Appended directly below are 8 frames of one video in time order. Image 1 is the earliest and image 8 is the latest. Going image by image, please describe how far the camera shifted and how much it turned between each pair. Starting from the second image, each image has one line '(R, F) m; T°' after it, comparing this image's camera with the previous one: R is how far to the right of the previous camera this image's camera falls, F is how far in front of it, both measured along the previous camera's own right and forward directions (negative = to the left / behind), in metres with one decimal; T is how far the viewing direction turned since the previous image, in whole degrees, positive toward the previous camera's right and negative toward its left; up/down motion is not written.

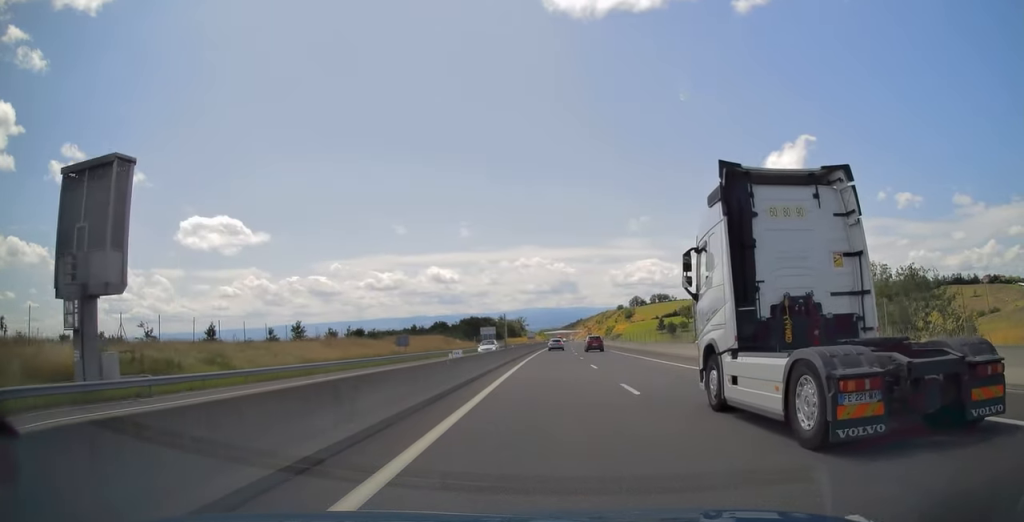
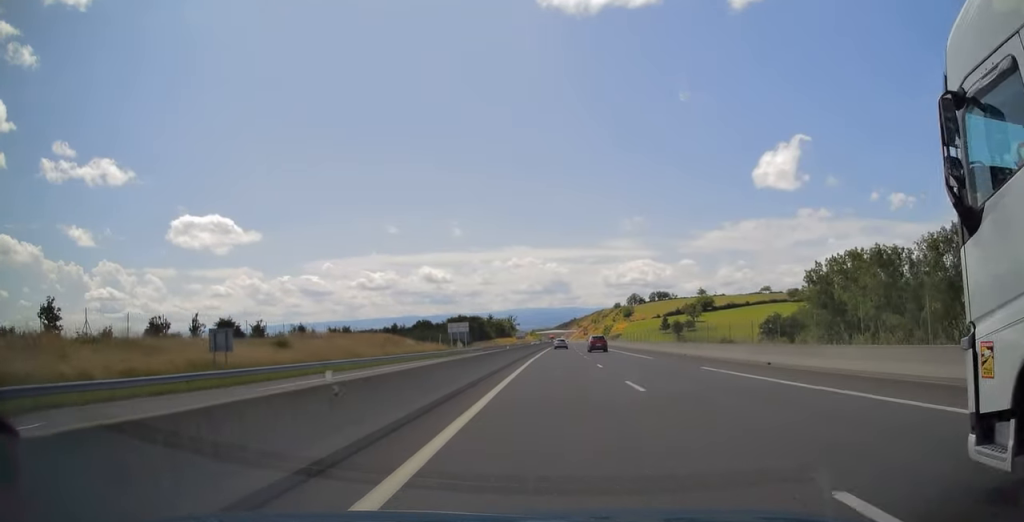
(+0.5, +38.6) m; +2°
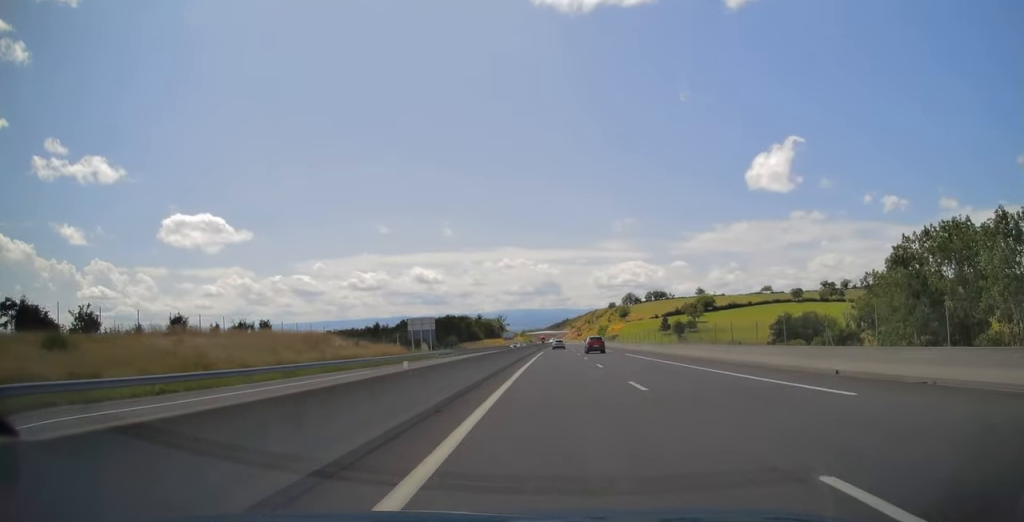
(+0.6, +25.6) m; +1°
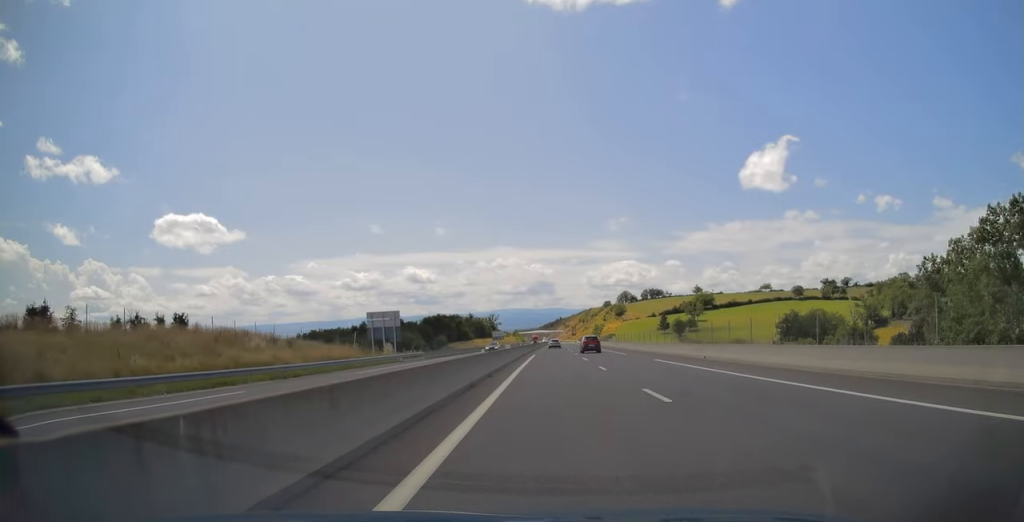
(-0.2, +16.3) m; 0°
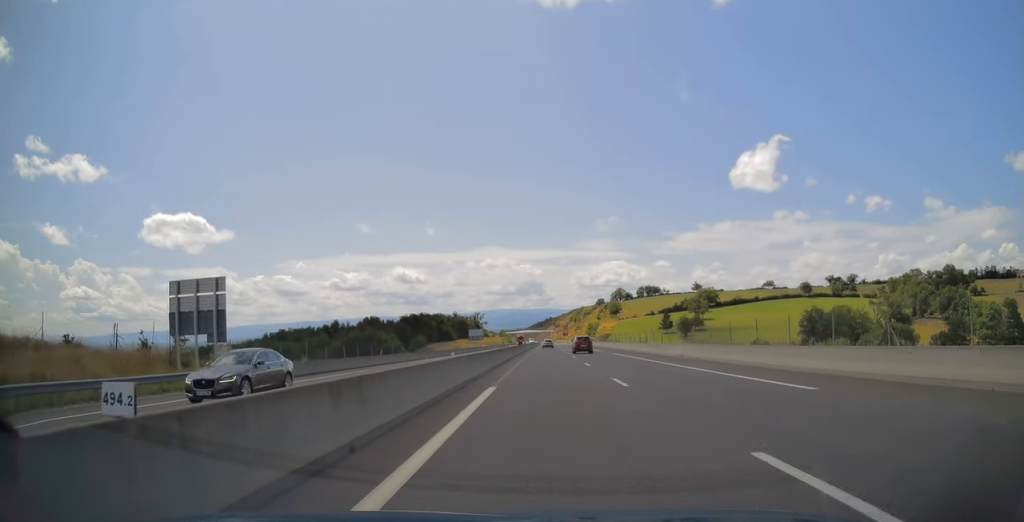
(+0.1, +35.0) m; +1°
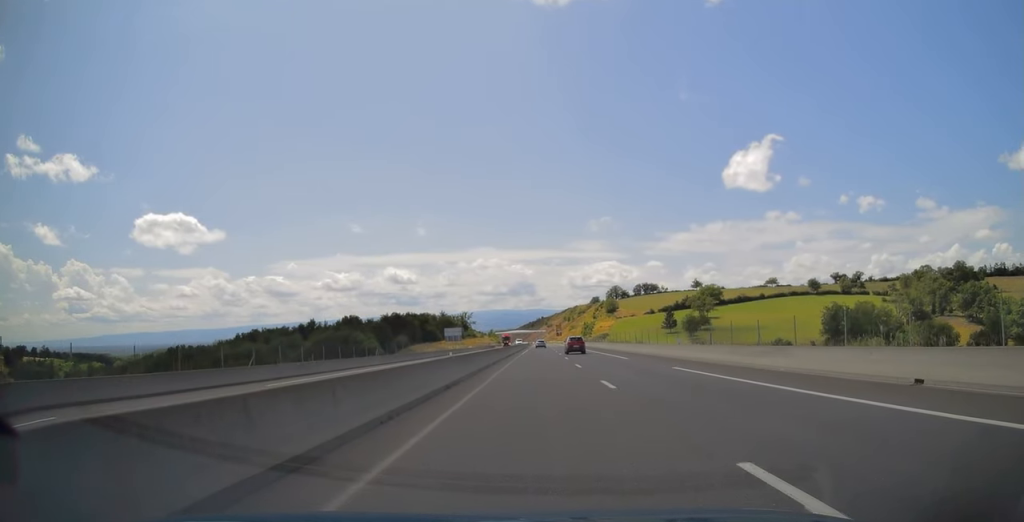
(+0.3, +26.6) m; +1°
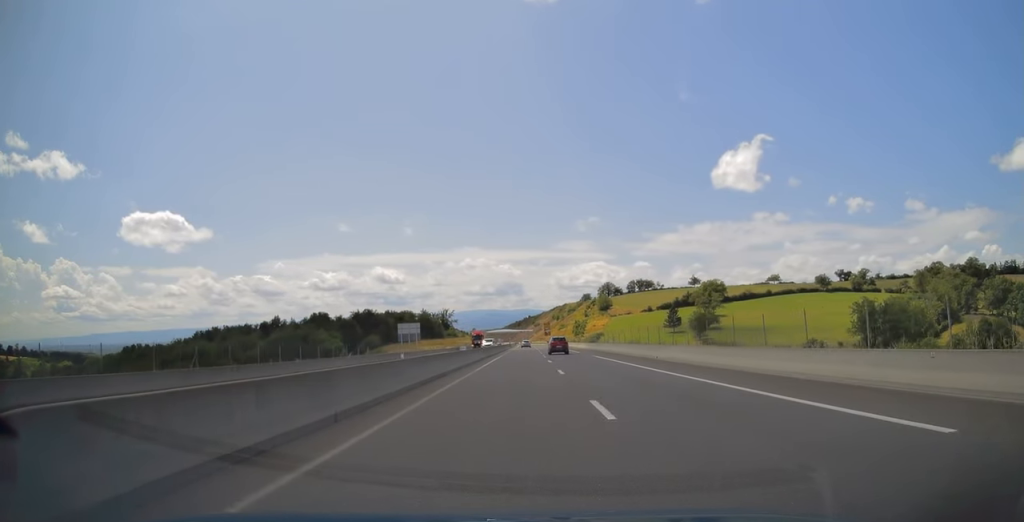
(0.0, +32.3) m; +1°
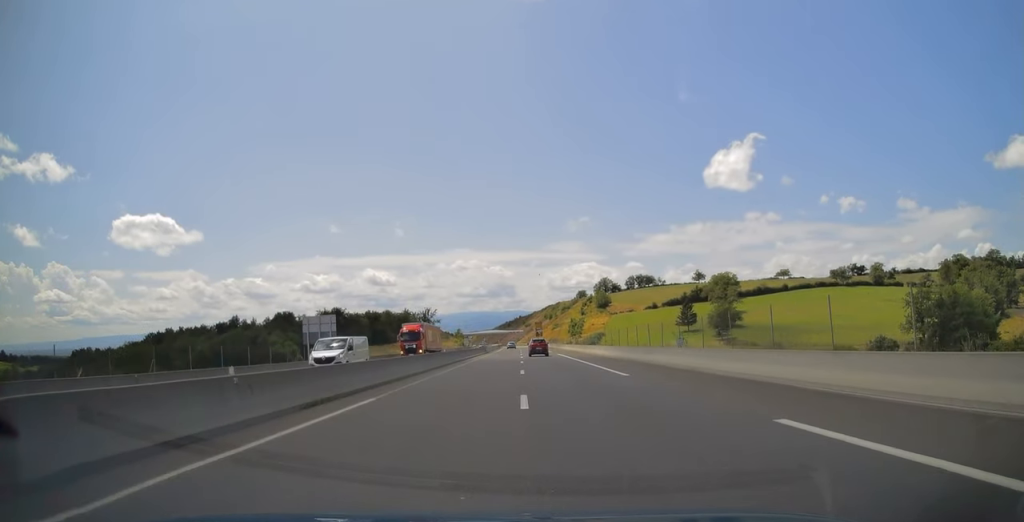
(+0.5, +37.0) m; +2°
